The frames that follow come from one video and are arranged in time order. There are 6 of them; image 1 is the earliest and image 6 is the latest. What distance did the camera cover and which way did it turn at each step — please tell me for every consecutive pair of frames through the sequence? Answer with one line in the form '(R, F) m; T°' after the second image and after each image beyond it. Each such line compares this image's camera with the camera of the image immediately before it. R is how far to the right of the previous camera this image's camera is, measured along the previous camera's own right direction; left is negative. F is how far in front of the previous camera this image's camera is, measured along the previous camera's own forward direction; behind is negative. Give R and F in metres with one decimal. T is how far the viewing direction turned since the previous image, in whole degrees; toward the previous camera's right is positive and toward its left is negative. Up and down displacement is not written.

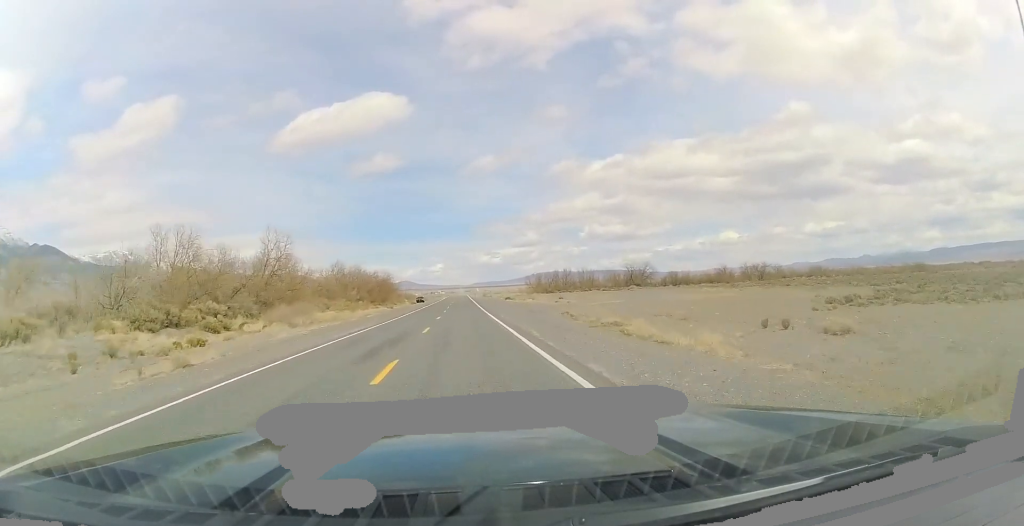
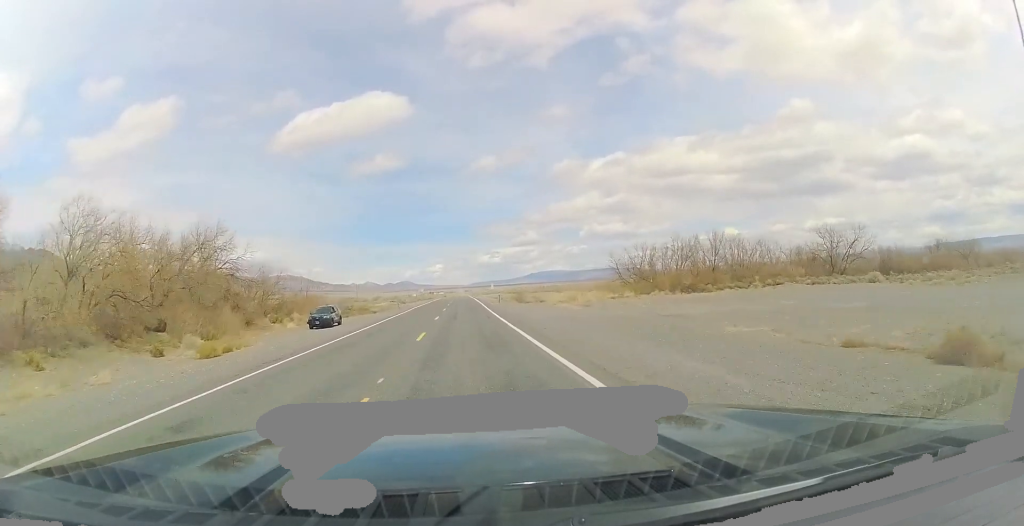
(+1.5, +100.7) m; +1°
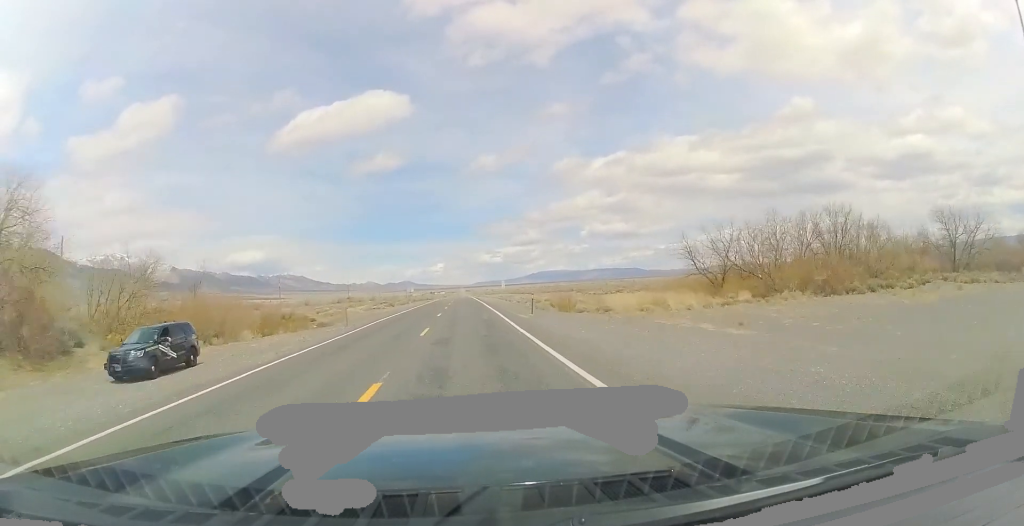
(0.0, +26.0) m; 0°
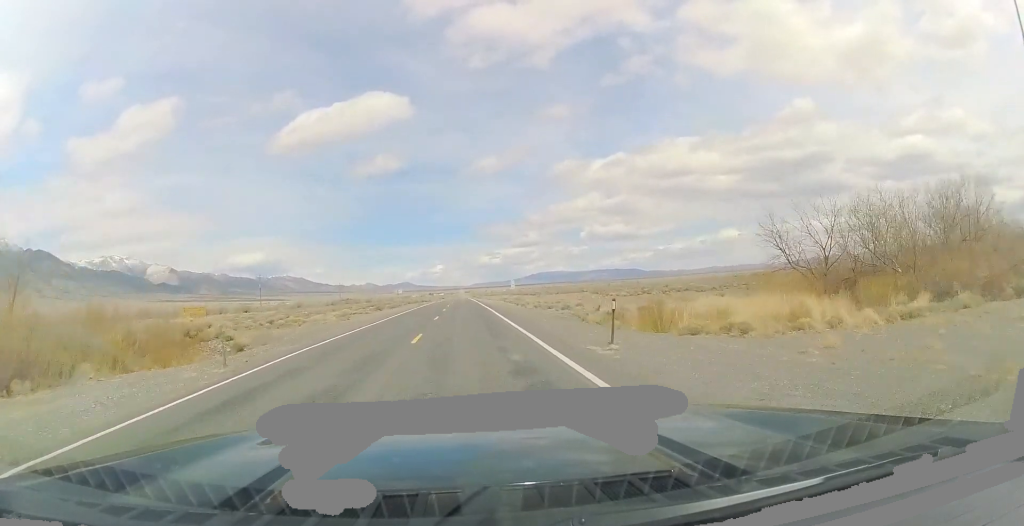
(0.0, +16.7) m; 0°
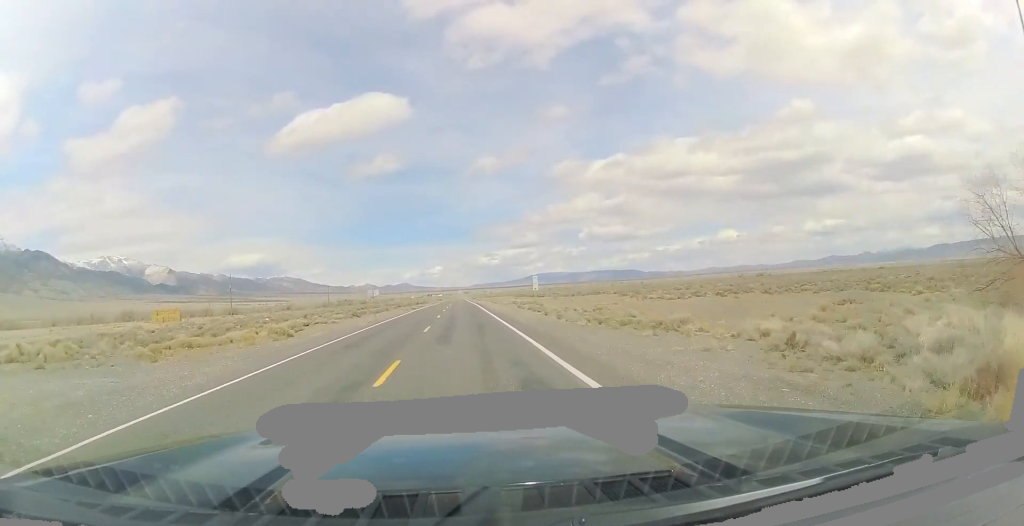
(0.0, +20.9) m; 0°
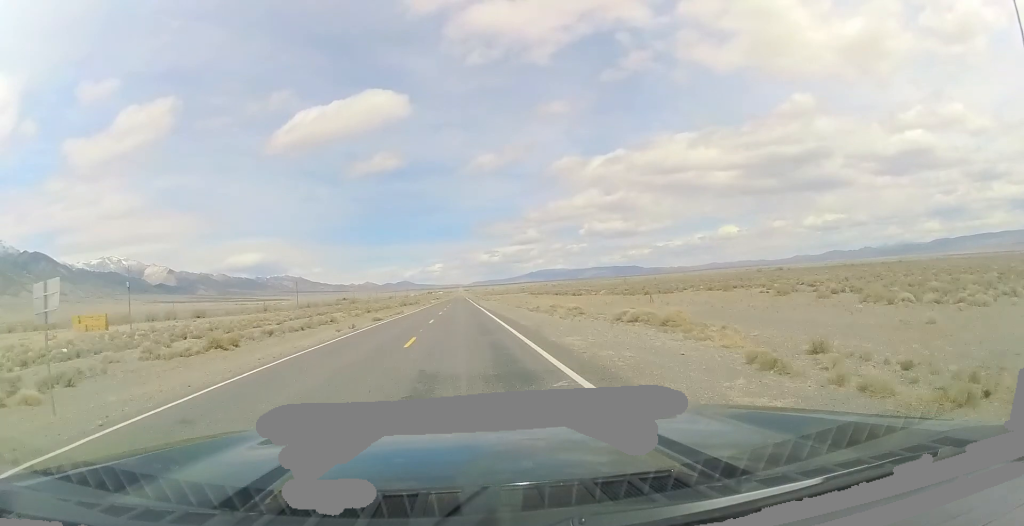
(0.0, +49.0) m; +1°
